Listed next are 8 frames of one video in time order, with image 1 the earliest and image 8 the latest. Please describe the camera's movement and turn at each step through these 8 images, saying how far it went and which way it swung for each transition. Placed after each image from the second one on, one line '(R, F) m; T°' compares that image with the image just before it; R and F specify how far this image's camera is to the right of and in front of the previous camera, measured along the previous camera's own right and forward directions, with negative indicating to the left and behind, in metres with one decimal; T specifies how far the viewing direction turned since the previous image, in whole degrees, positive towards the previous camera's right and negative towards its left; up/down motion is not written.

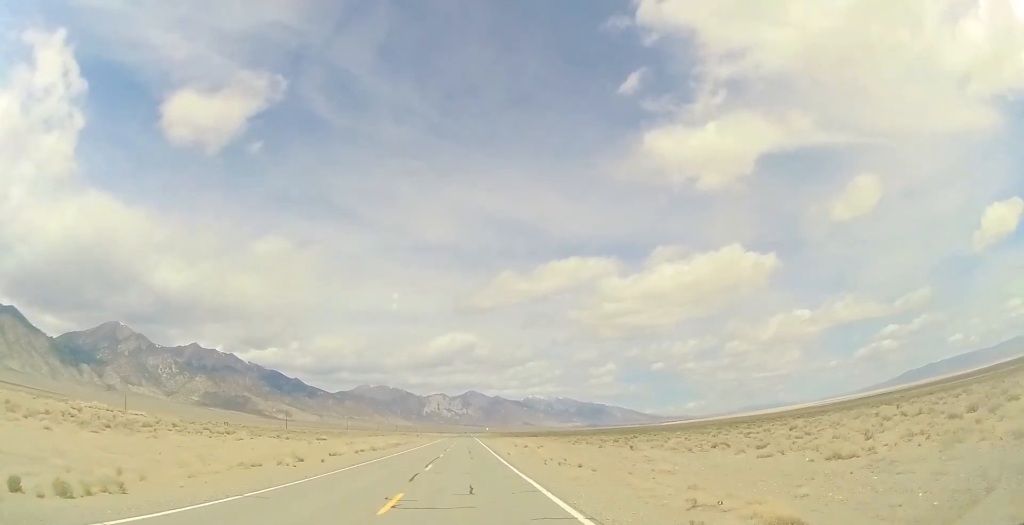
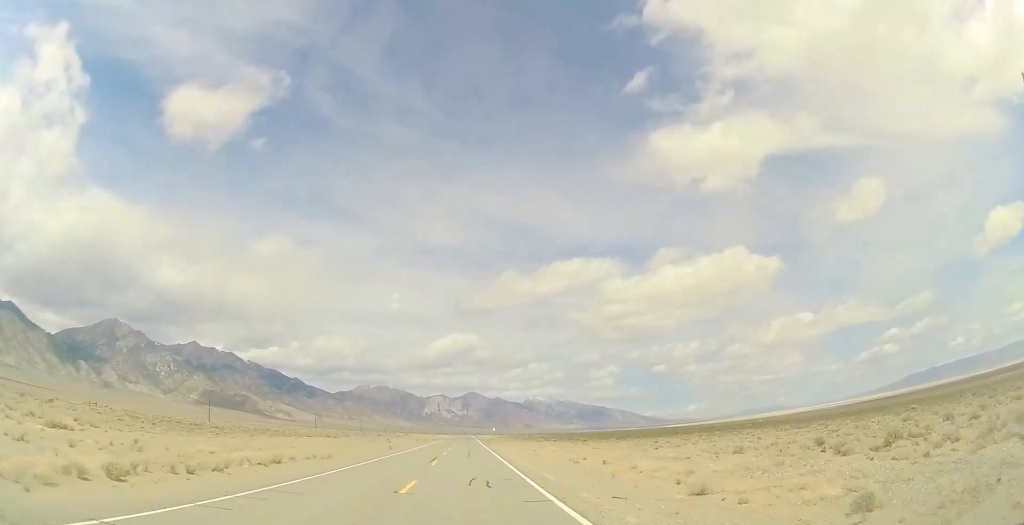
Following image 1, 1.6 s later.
(+0.4, +57.3) m; 0°
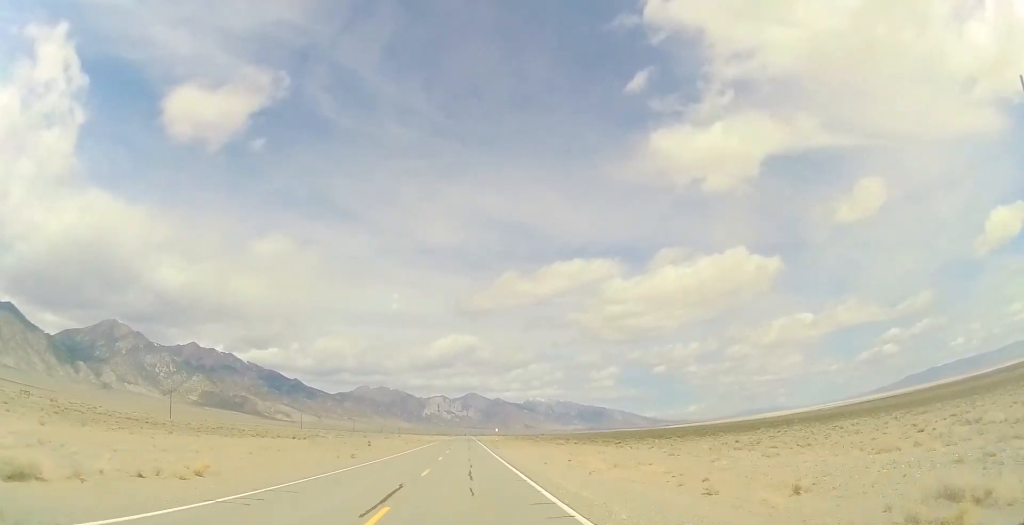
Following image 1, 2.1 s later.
(-0.2, +18.3) m; 0°
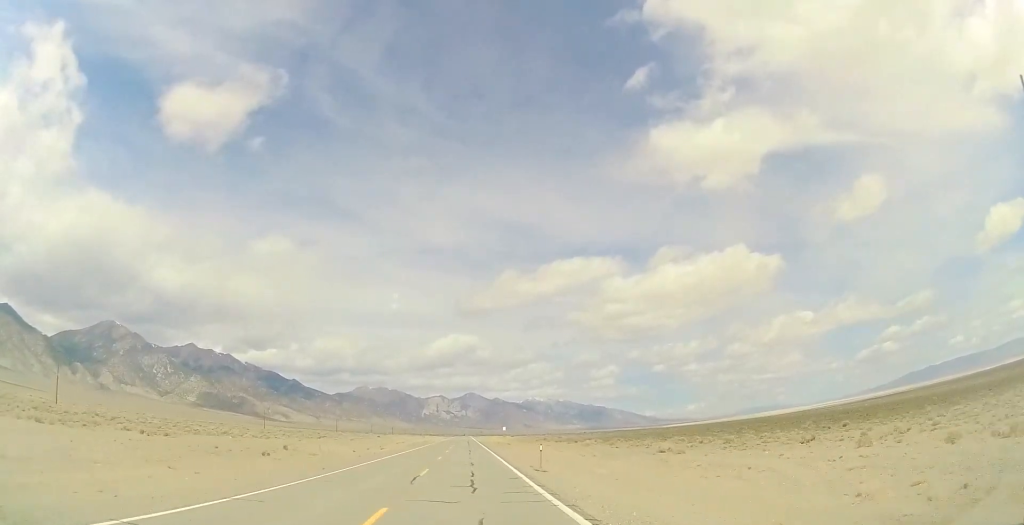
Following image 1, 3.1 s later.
(-0.1, +36.5) m; 0°
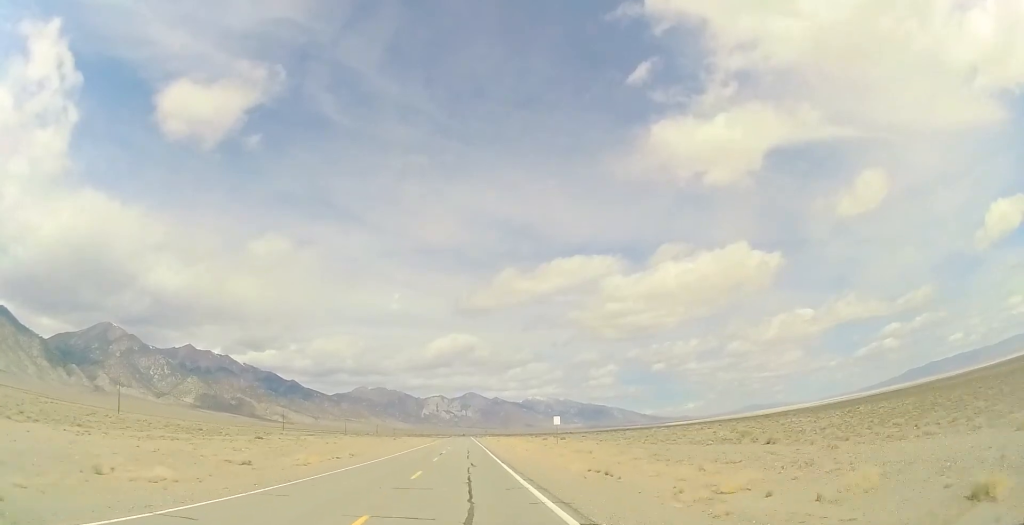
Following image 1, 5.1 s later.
(+0.5, +74.0) m; 0°
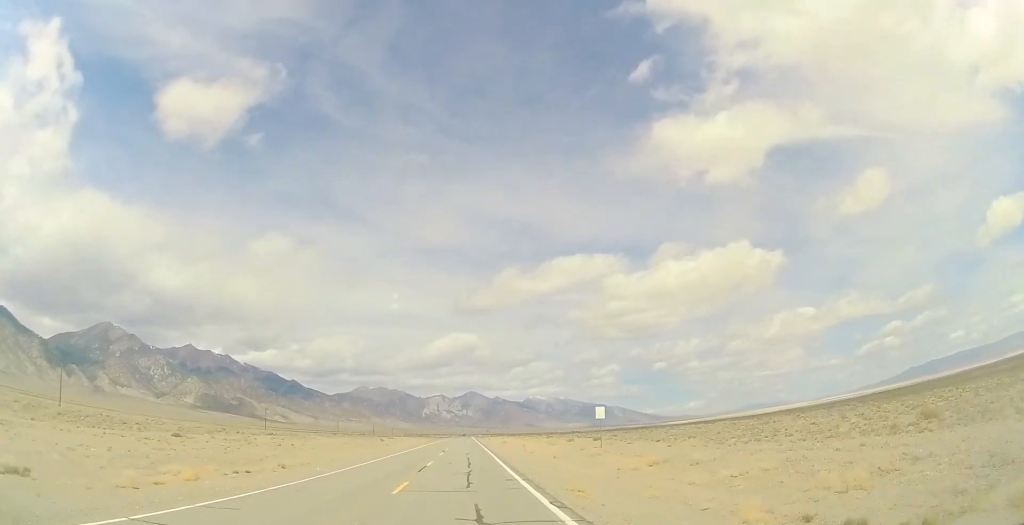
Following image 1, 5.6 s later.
(+0.1, +16.9) m; 0°
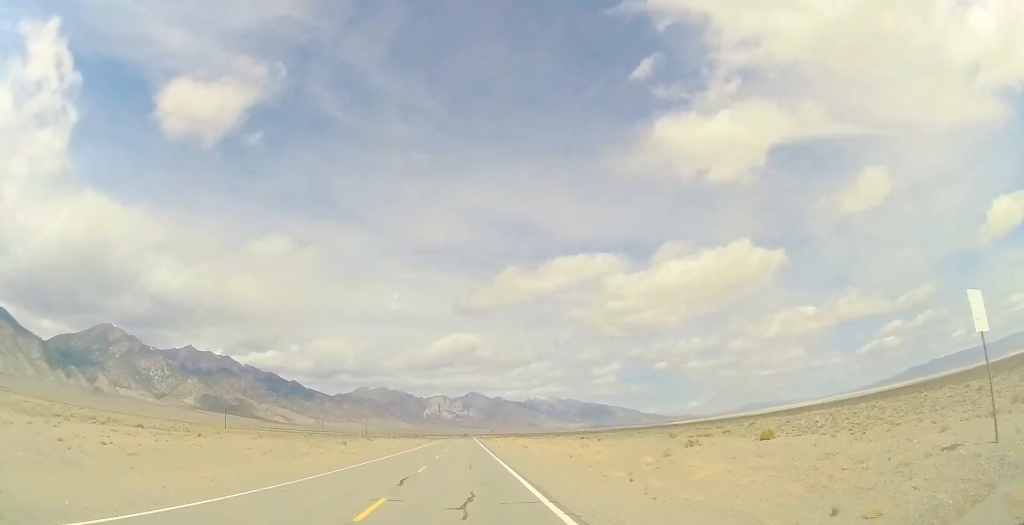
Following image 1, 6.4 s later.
(-0.3, +28.8) m; 0°
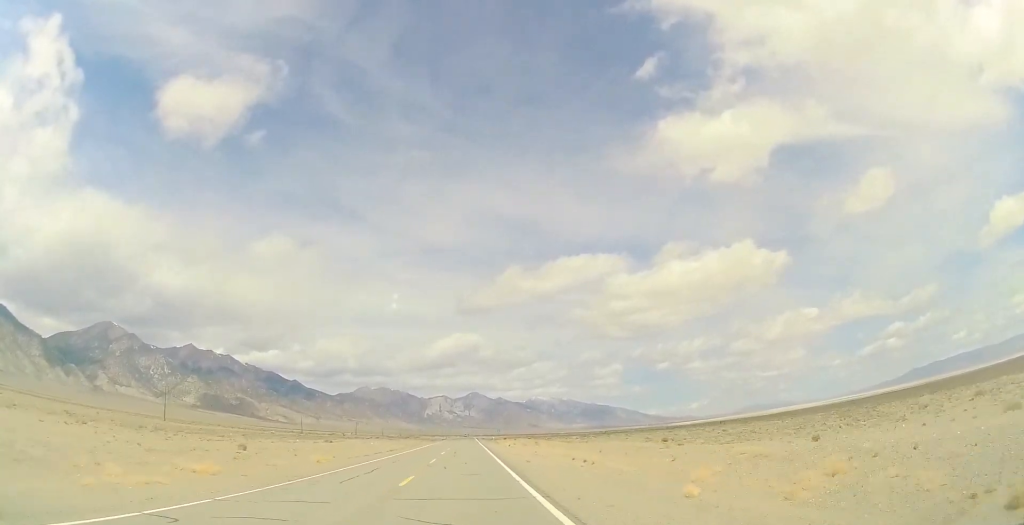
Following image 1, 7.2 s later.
(+0.1, +30.0) m; 0°
